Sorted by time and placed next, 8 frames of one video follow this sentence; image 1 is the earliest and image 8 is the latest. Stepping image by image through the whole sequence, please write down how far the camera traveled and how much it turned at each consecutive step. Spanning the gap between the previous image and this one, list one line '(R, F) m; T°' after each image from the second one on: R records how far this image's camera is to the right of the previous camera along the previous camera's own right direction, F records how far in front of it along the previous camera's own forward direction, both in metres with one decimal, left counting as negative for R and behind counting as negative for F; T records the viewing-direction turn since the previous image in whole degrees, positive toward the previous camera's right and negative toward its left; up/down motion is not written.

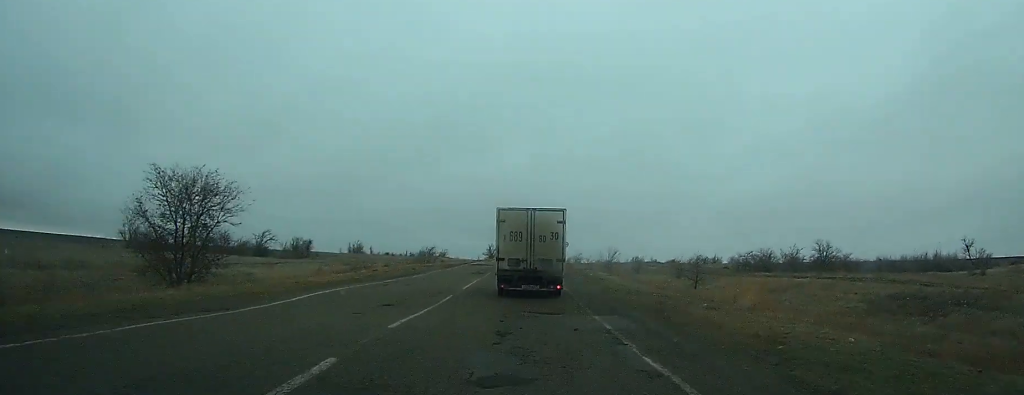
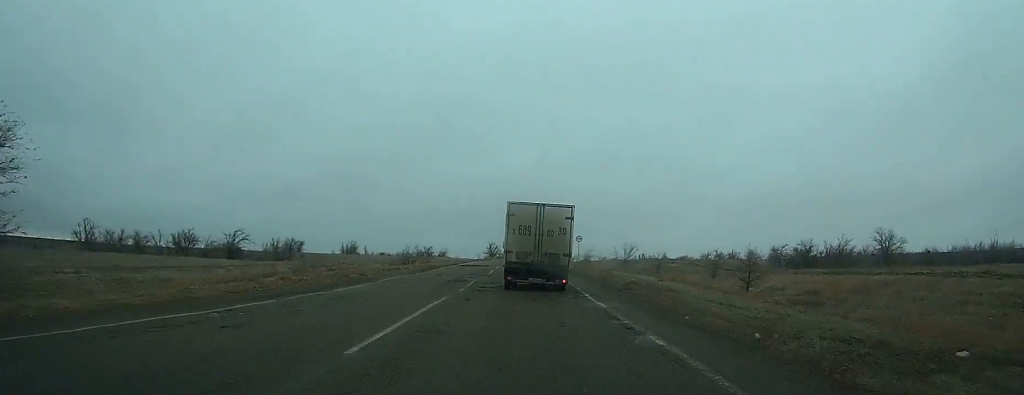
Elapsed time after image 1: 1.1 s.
(0.0, +15.9) m; 0°
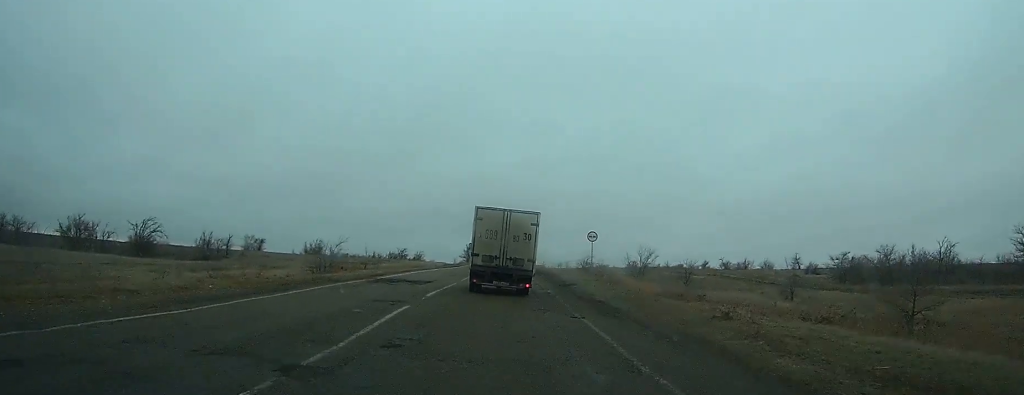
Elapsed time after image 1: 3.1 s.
(0.0, +27.4) m; 0°
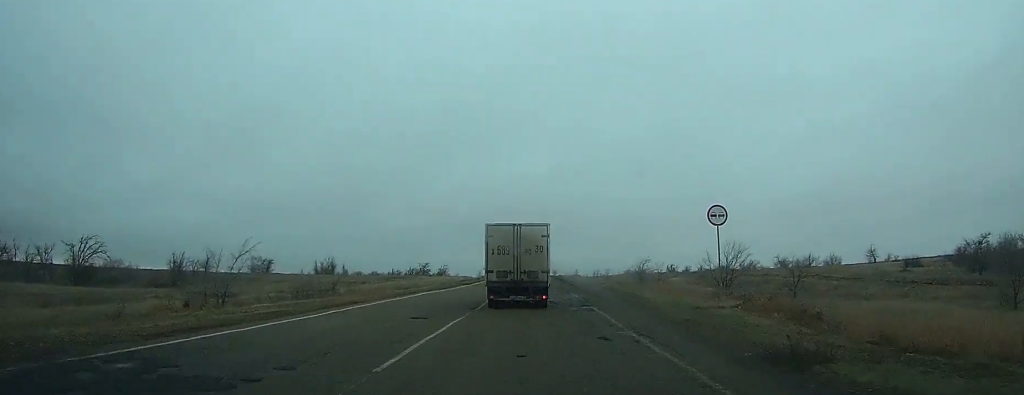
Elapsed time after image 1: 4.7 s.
(-0.1, +22.6) m; -1°
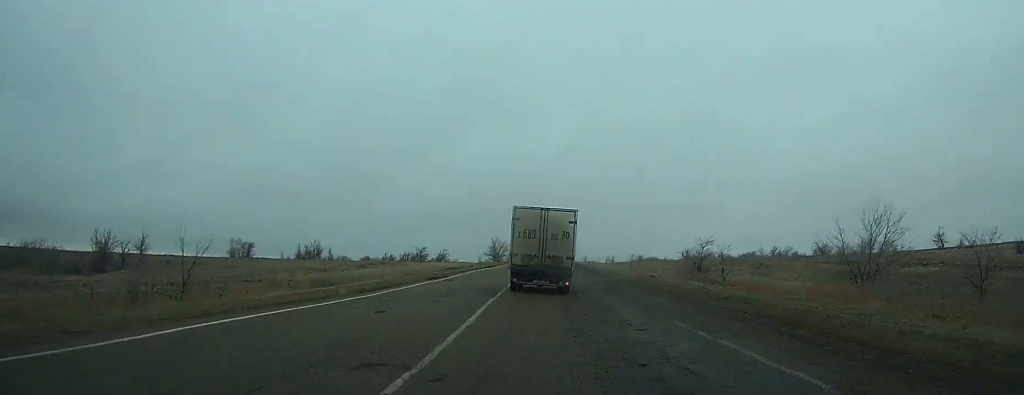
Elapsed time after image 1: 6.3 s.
(-0.2, +23.8) m; 0°
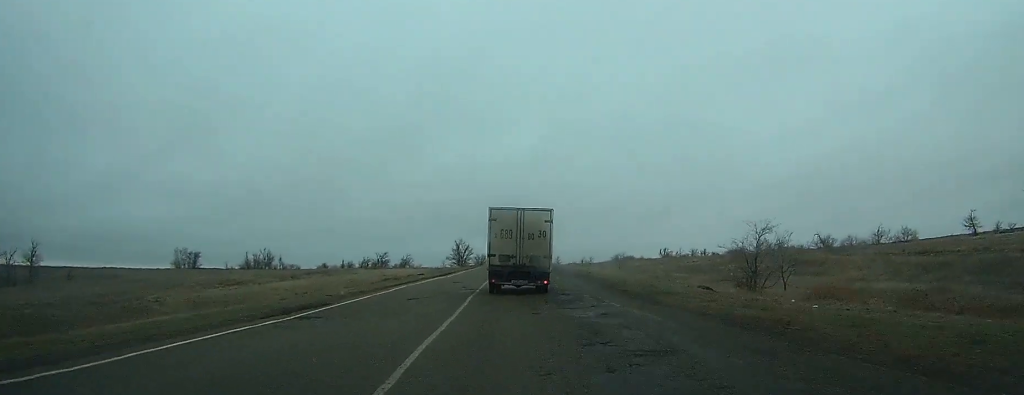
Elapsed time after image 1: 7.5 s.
(+0.1, +18.5) m; 0°
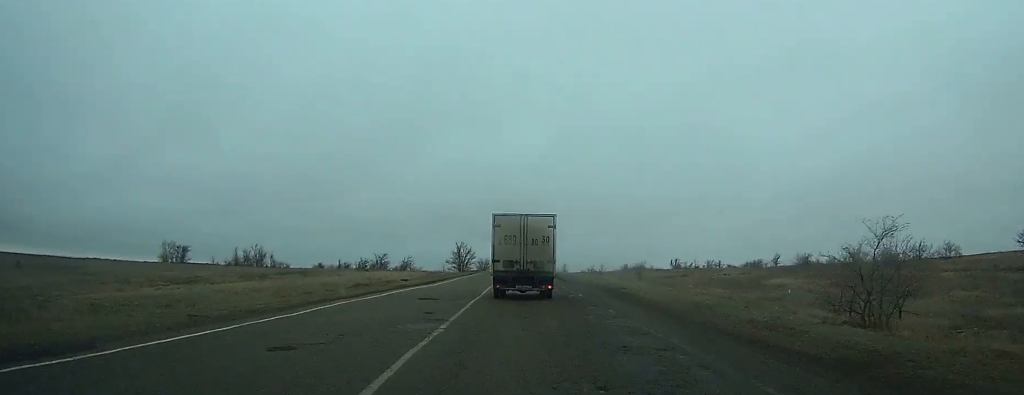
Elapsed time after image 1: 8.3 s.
(0.0, +11.6) m; 0°
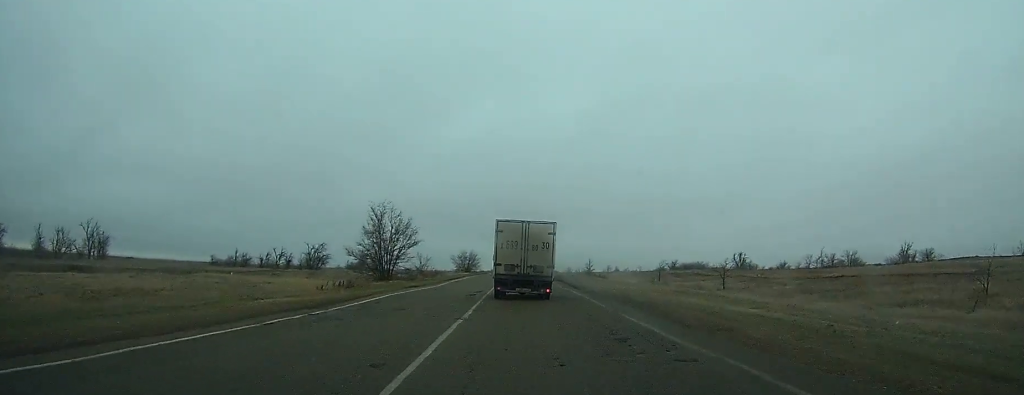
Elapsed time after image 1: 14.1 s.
(+0.5, +80.2) m; +1°
